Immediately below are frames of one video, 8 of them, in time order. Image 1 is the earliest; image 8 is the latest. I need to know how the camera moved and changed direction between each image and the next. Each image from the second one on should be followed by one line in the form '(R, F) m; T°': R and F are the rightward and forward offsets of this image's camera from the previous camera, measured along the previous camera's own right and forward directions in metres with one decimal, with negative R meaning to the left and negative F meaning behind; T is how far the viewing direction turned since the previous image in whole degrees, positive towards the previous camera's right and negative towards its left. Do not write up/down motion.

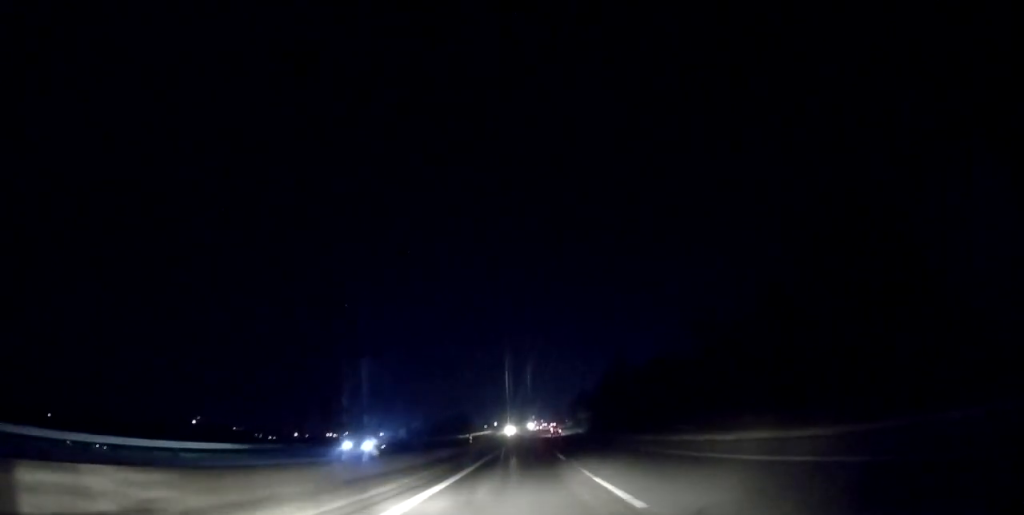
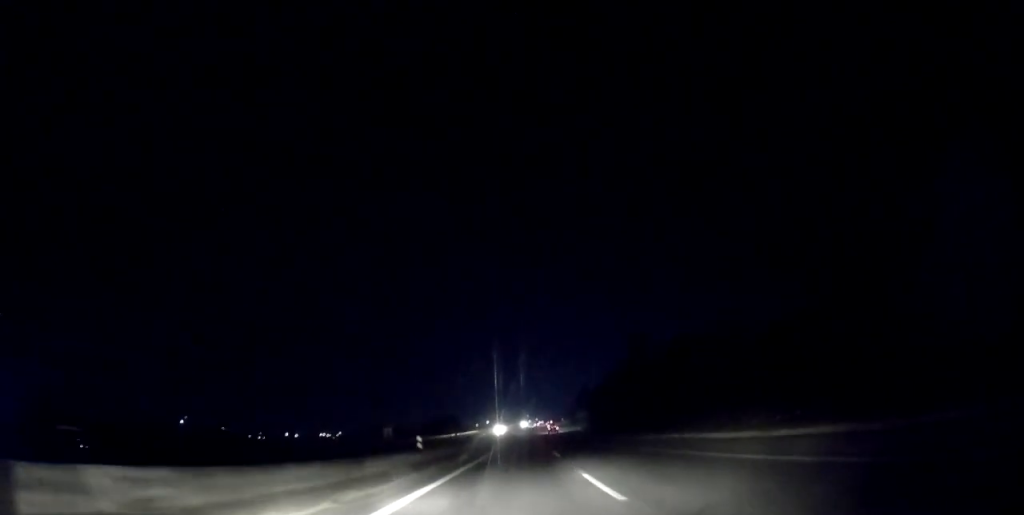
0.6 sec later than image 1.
(+0.3, +17.1) m; 0°
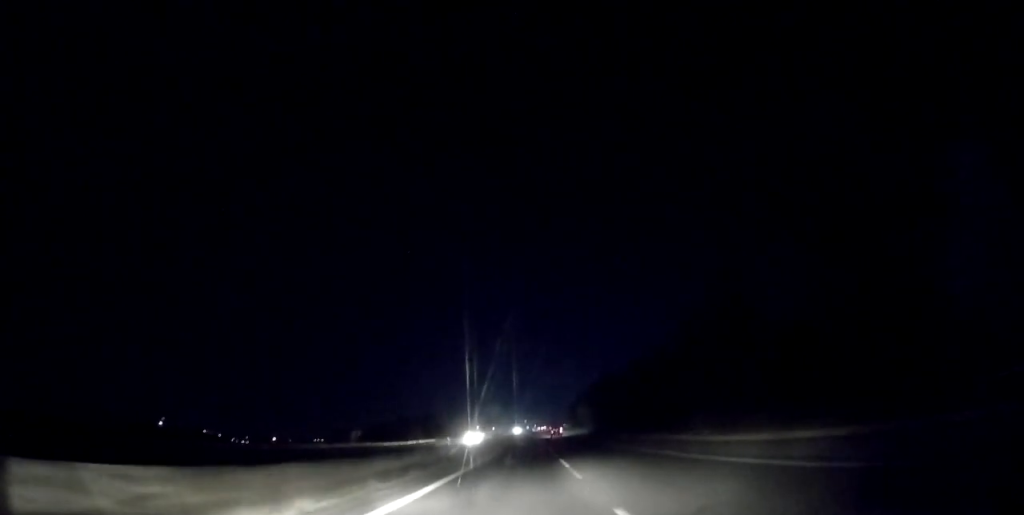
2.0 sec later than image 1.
(-0.3, +42.2) m; 0°
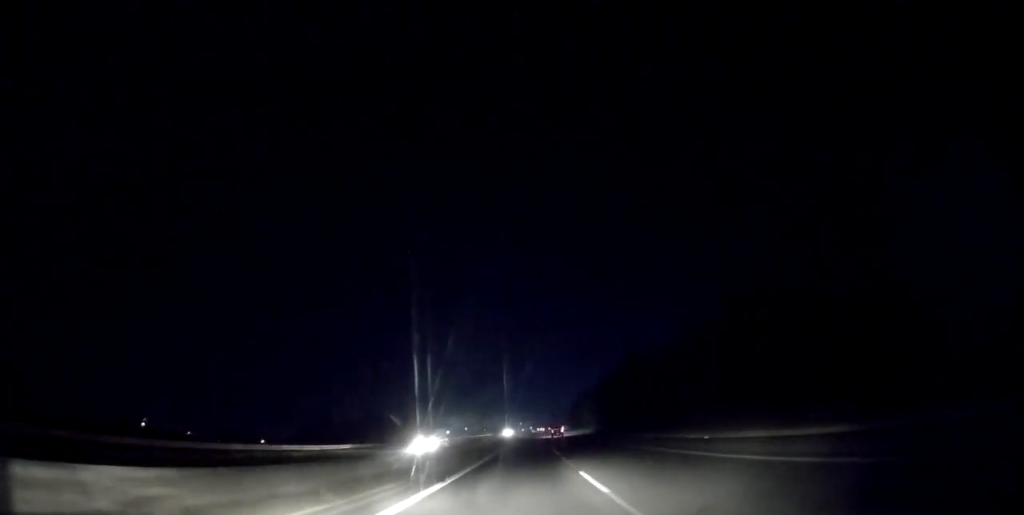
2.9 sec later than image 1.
(+0.6, +27.4) m; +1°
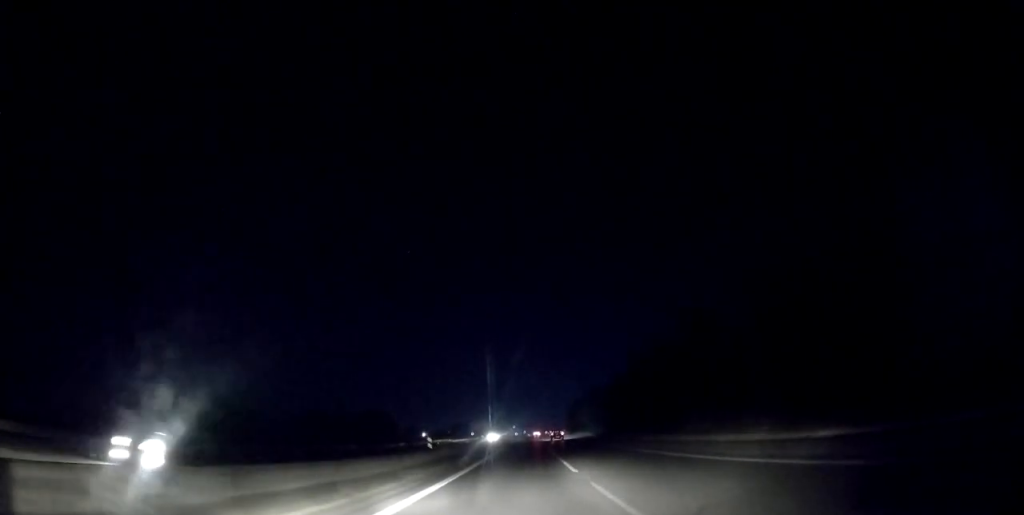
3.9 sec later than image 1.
(-0.2, +28.7) m; 0°
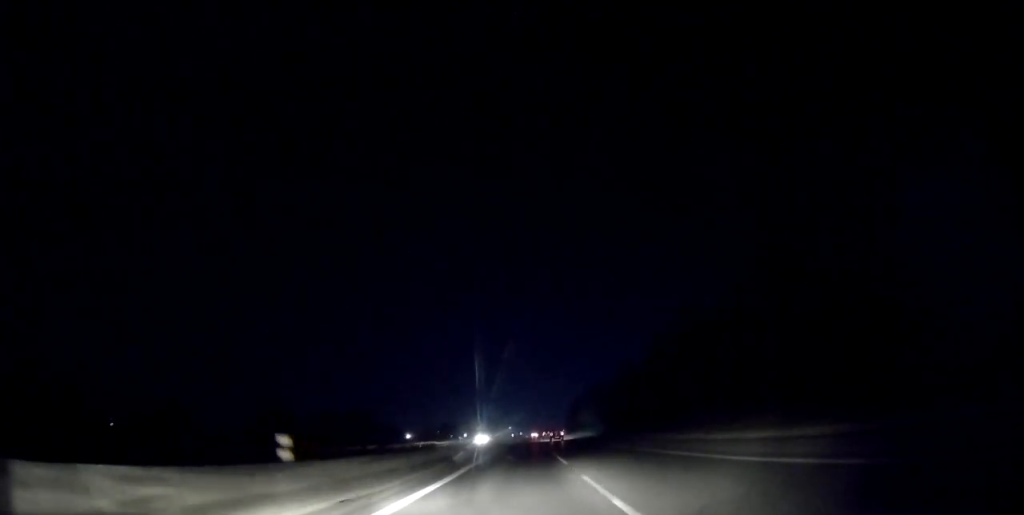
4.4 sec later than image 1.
(0.0, +14.2) m; 0°
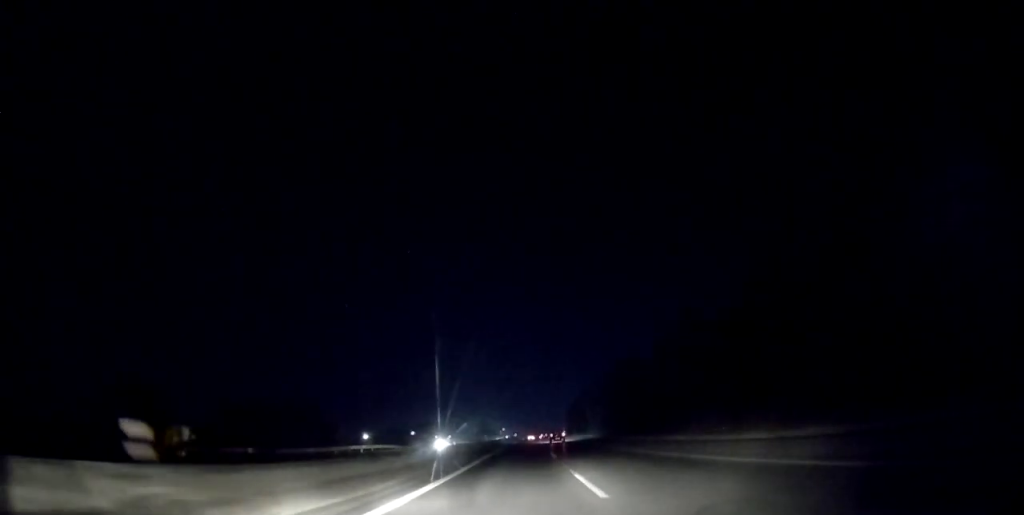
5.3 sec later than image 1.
(+0.3, +29.6) m; +1°
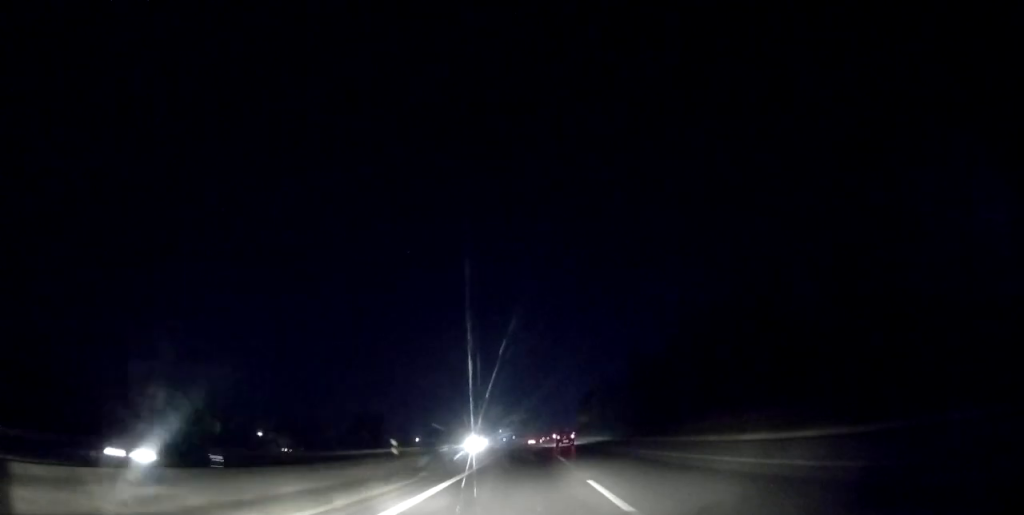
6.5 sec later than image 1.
(0.0, +37.5) m; 0°
